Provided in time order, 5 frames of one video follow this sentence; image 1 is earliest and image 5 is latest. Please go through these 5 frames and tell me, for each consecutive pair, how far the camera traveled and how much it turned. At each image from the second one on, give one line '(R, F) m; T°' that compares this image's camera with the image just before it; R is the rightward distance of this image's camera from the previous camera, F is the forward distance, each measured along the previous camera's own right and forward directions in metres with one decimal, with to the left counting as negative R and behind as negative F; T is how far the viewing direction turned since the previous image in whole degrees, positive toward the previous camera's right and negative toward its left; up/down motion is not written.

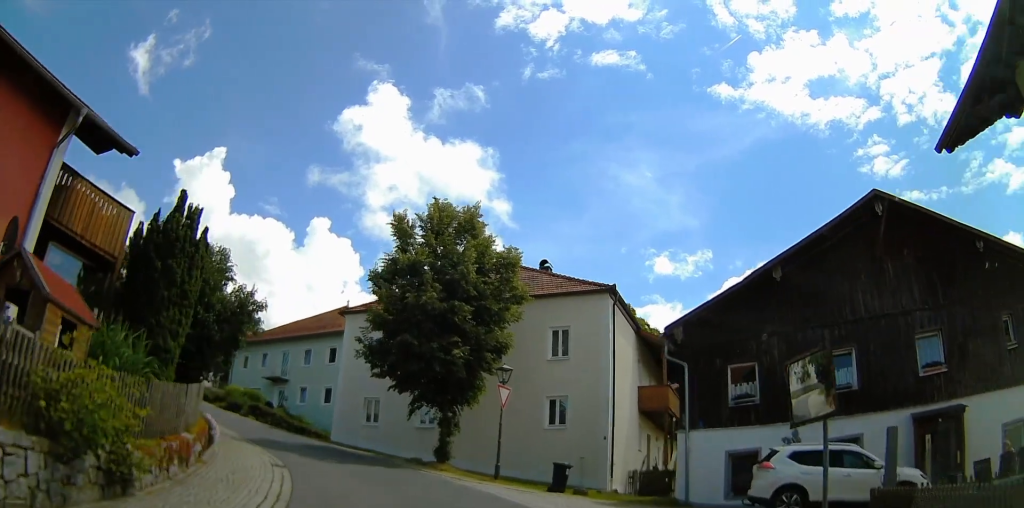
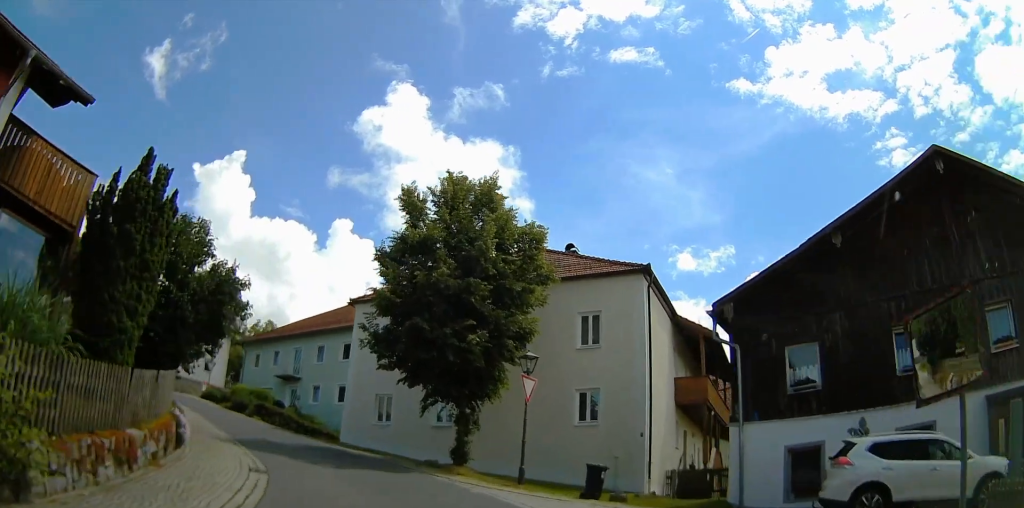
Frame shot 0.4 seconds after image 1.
(+0.4, +2.2) m; -5°
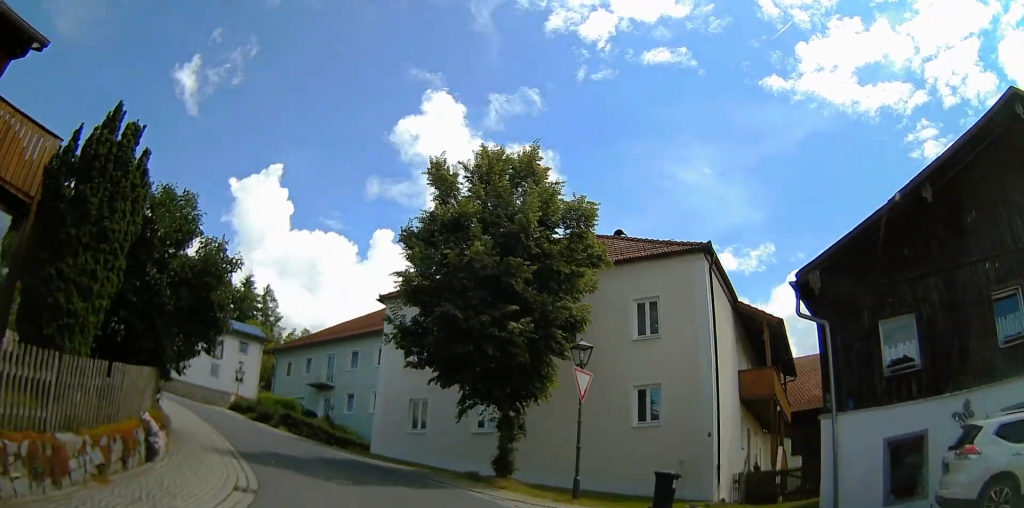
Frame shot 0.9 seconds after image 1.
(-0.1, +2.2) m; -5°
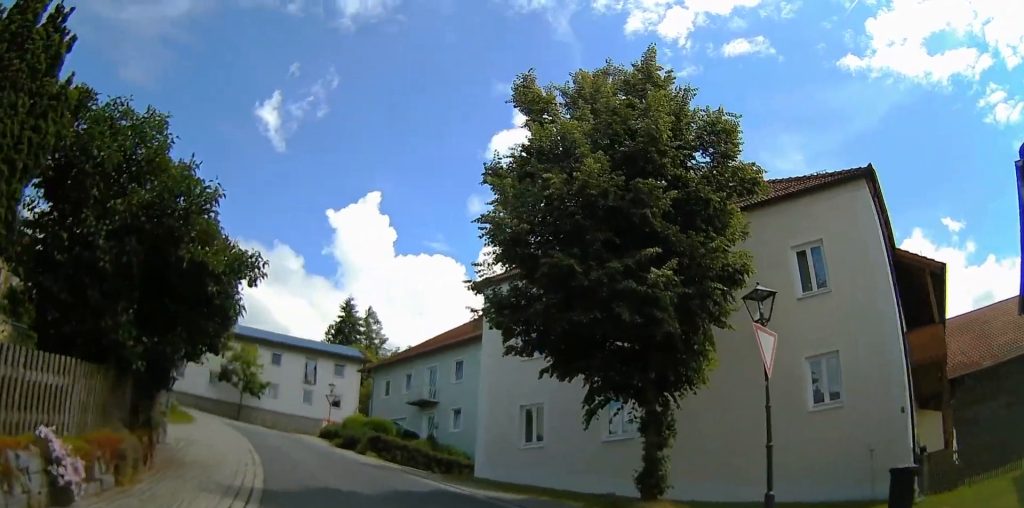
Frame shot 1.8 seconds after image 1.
(-1.0, +4.2) m; -7°
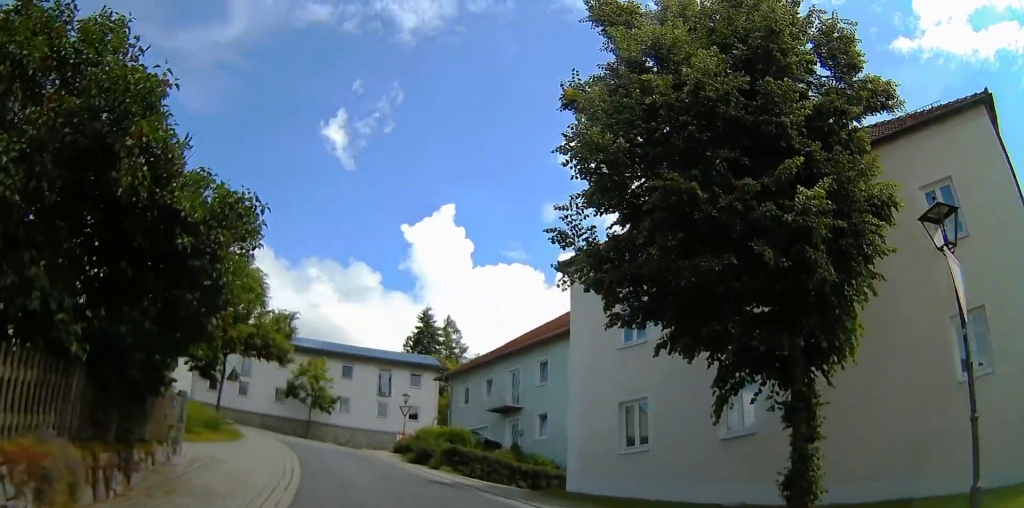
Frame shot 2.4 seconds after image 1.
(+0.3, +3.5) m; +4°
